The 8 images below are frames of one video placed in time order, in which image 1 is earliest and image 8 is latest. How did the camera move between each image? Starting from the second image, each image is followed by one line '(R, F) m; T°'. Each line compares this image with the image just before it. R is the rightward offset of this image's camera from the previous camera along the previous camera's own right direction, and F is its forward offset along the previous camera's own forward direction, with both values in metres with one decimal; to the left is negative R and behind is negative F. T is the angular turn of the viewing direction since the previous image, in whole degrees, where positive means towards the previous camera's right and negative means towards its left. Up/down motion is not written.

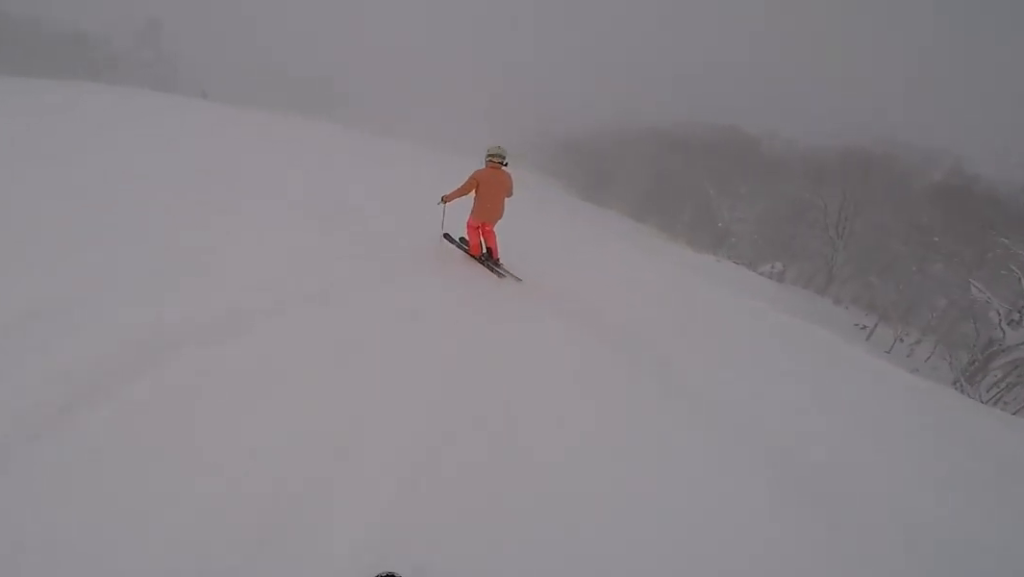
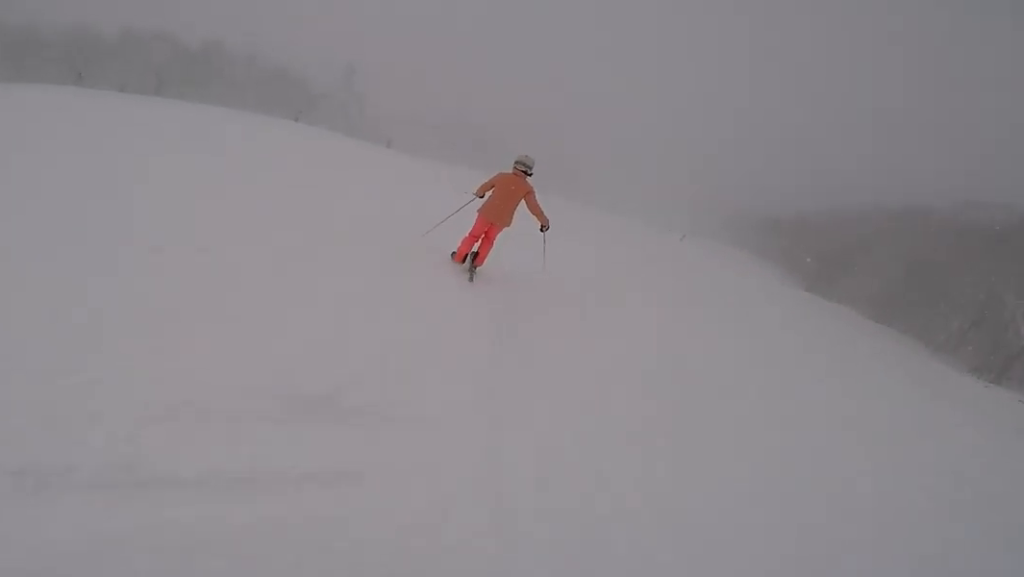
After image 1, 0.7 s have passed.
(-0.4, +4.9) m; -13°
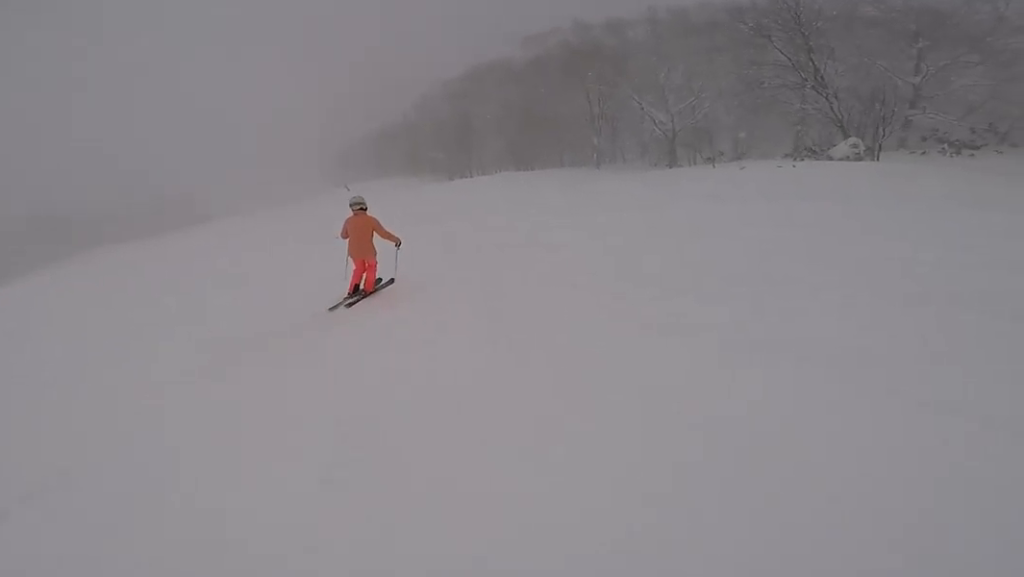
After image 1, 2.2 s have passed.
(+1.2, +10.5) m; +20°
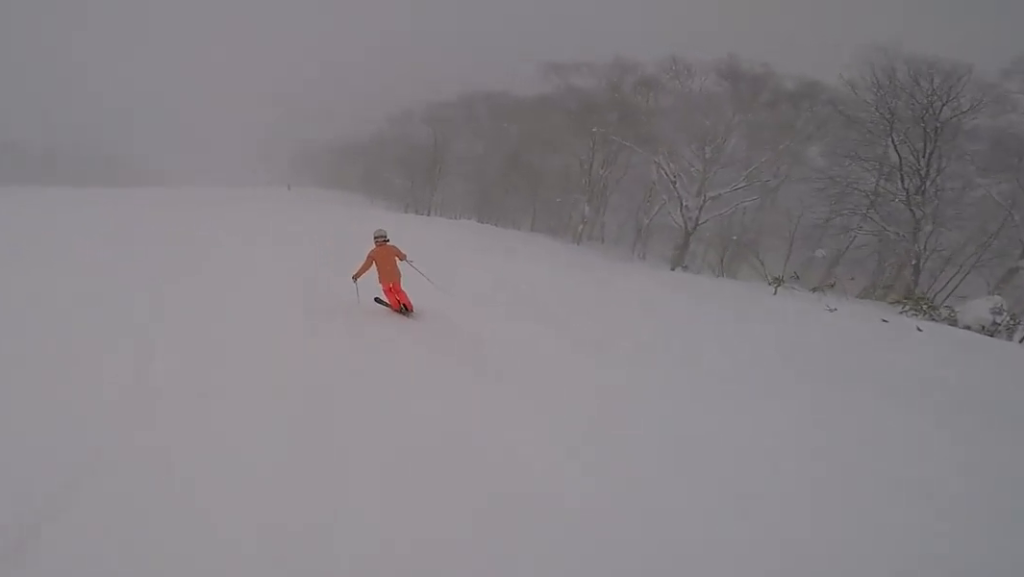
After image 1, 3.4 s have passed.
(0.0, +8.8) m; -2°
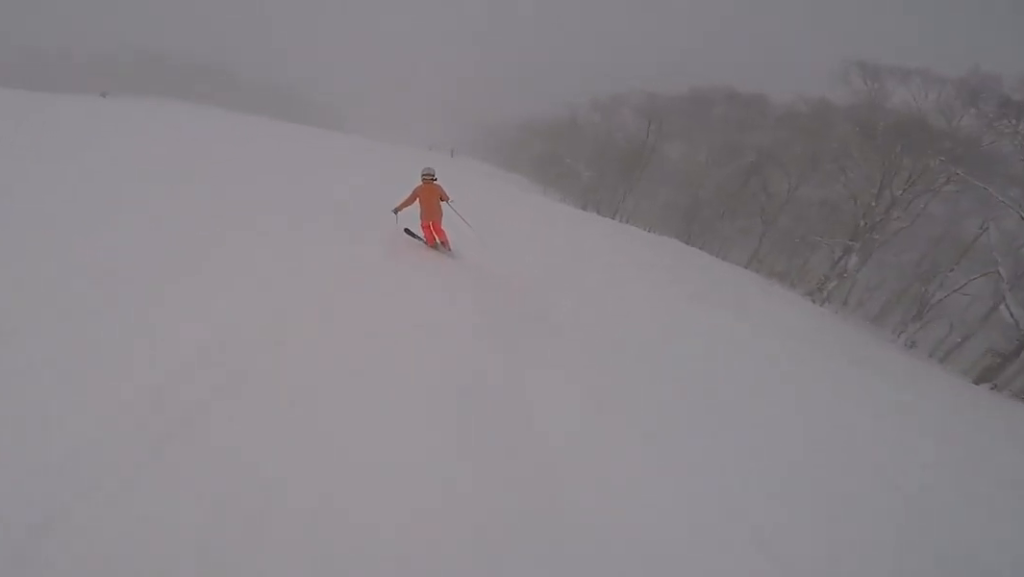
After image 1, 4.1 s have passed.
(0.0, +5.8) m; -9°
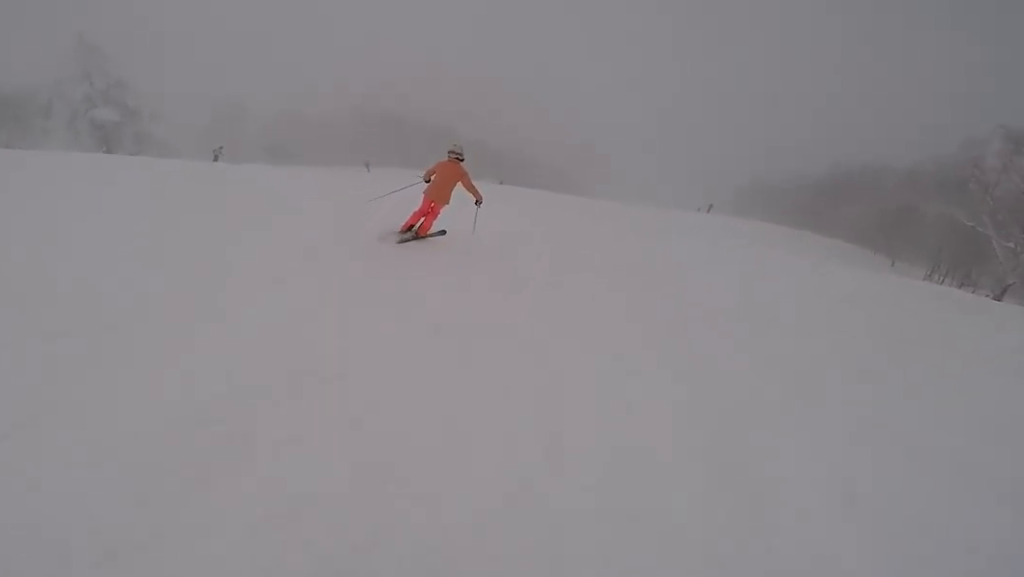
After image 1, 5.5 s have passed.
(-2.0, +9.9) m; -9°
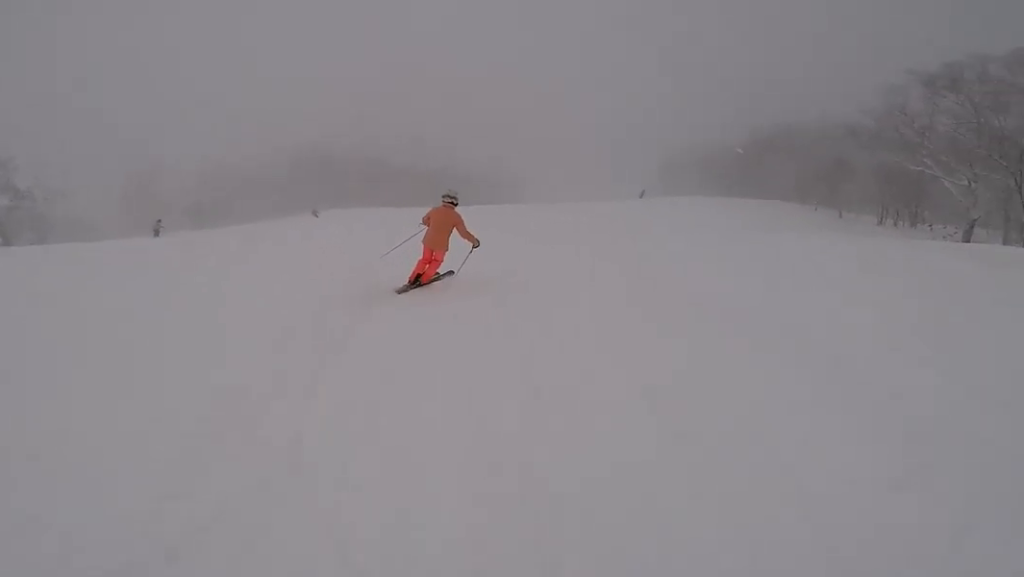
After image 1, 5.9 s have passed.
(+0.3, +3.2) m; +4°
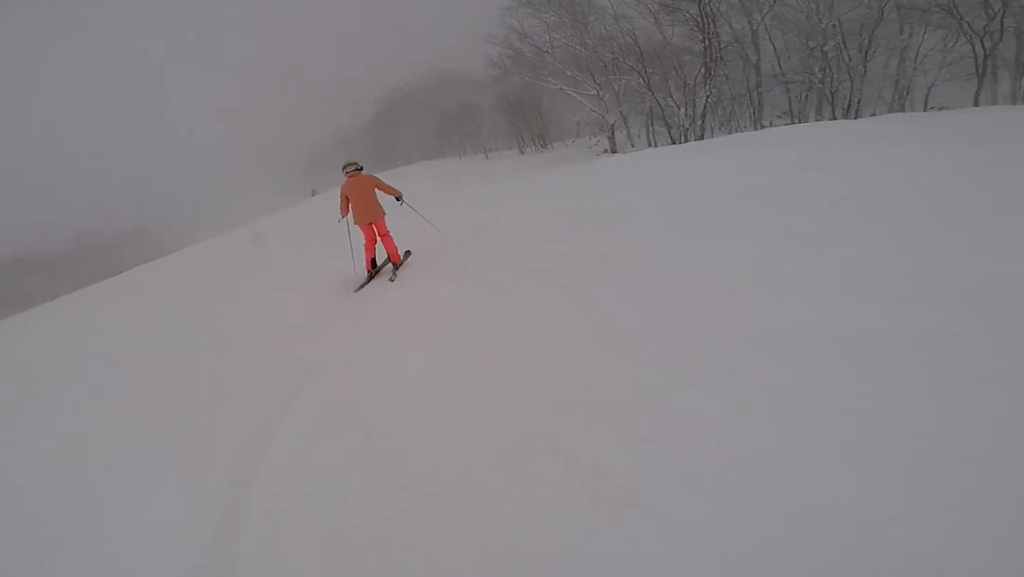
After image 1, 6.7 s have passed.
(+1.0, +6.6) m; +9°
